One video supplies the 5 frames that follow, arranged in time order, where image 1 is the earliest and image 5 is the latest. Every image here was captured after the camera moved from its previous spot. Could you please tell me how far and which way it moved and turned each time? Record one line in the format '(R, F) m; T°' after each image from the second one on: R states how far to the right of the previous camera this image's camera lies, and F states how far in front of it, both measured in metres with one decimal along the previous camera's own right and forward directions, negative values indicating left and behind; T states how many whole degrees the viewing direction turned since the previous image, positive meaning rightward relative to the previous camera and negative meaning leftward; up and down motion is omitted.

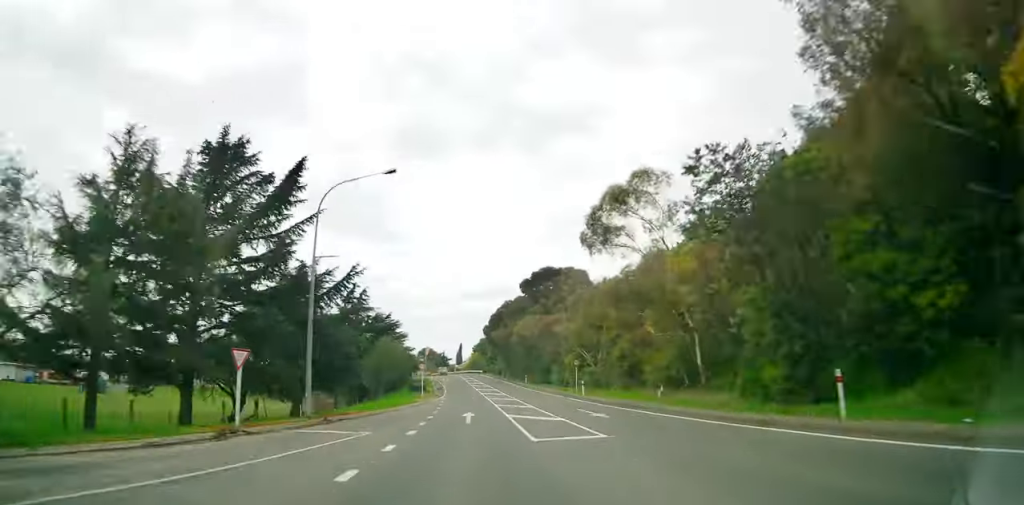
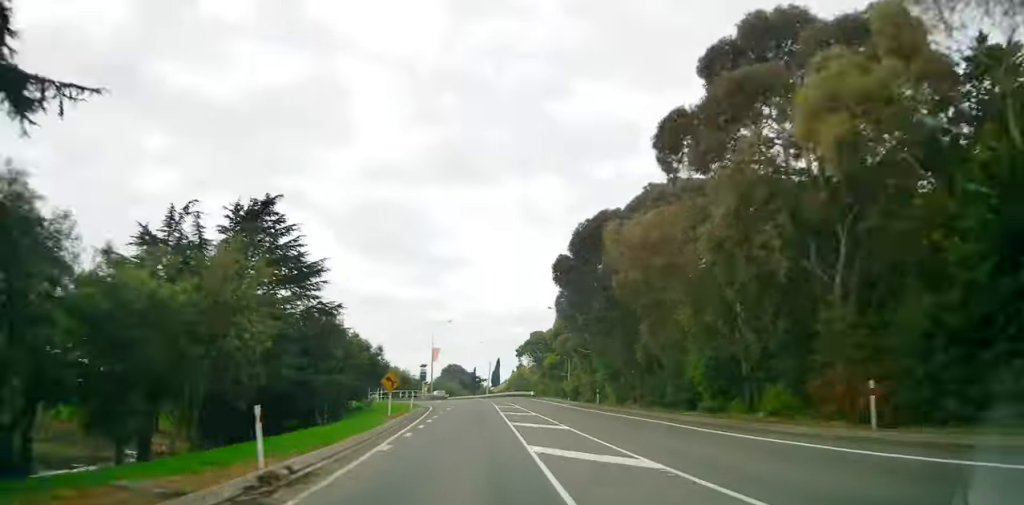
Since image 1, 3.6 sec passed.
(-0.7, +55.8) m; -3°
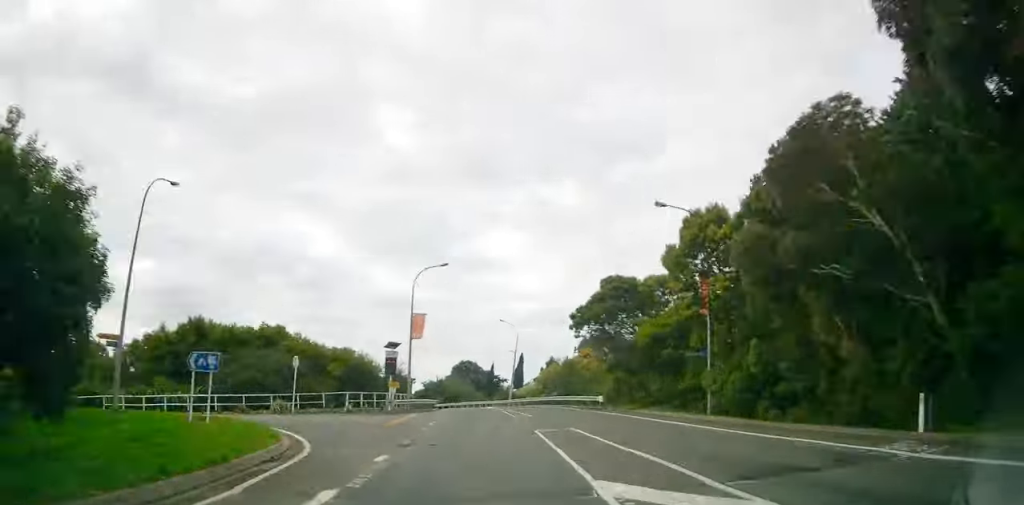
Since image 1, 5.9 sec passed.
(+0.1, +32.8) m; -5°
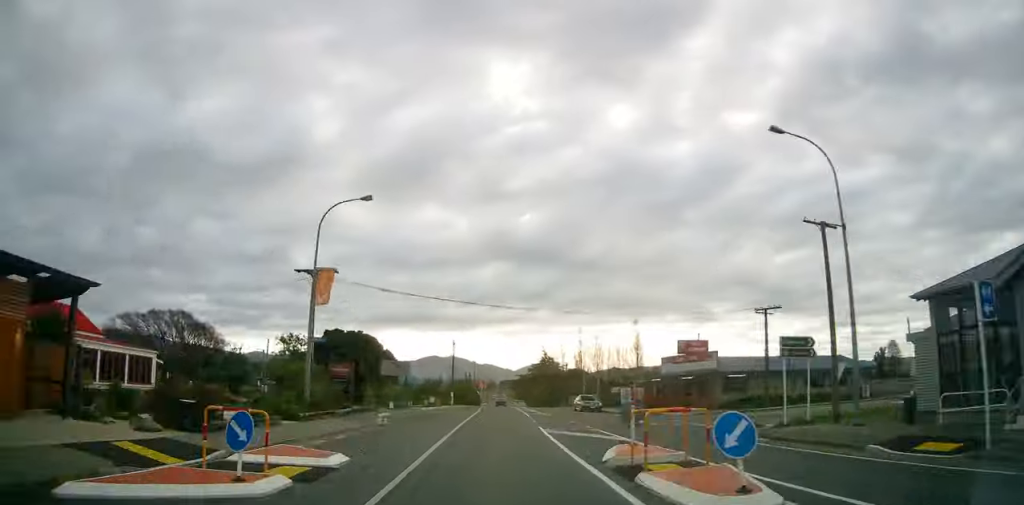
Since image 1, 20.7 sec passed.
(-124.7, +112.0) m; -85°
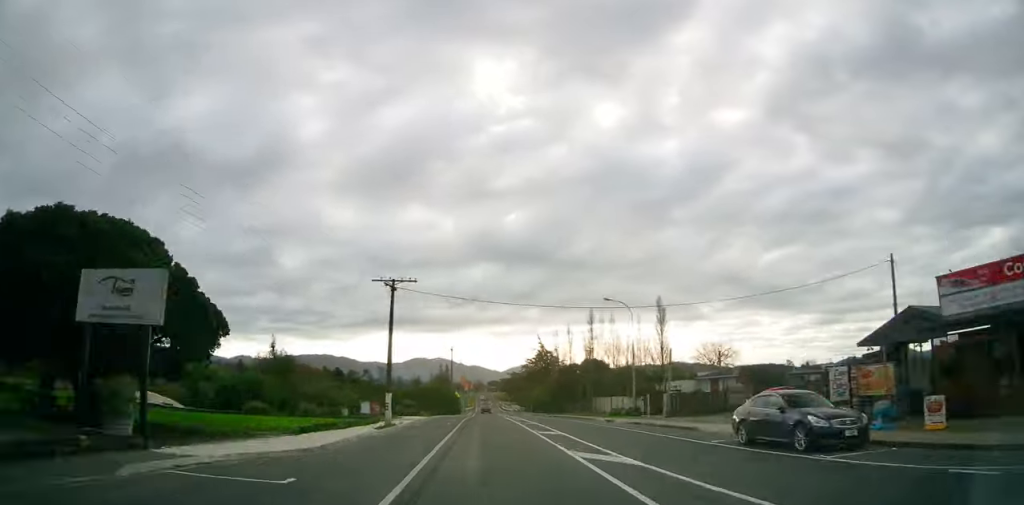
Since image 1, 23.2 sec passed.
(-1.1, +36.2) m; -1°
